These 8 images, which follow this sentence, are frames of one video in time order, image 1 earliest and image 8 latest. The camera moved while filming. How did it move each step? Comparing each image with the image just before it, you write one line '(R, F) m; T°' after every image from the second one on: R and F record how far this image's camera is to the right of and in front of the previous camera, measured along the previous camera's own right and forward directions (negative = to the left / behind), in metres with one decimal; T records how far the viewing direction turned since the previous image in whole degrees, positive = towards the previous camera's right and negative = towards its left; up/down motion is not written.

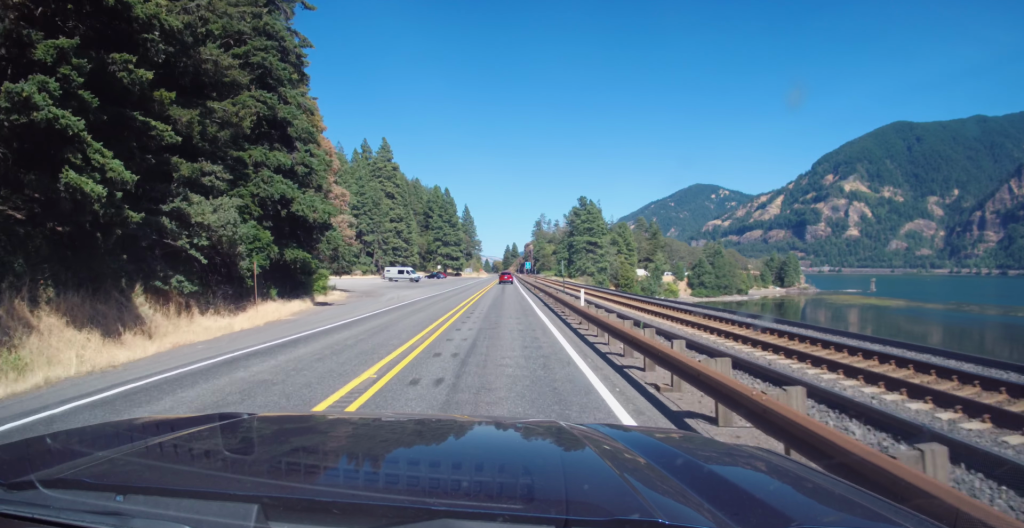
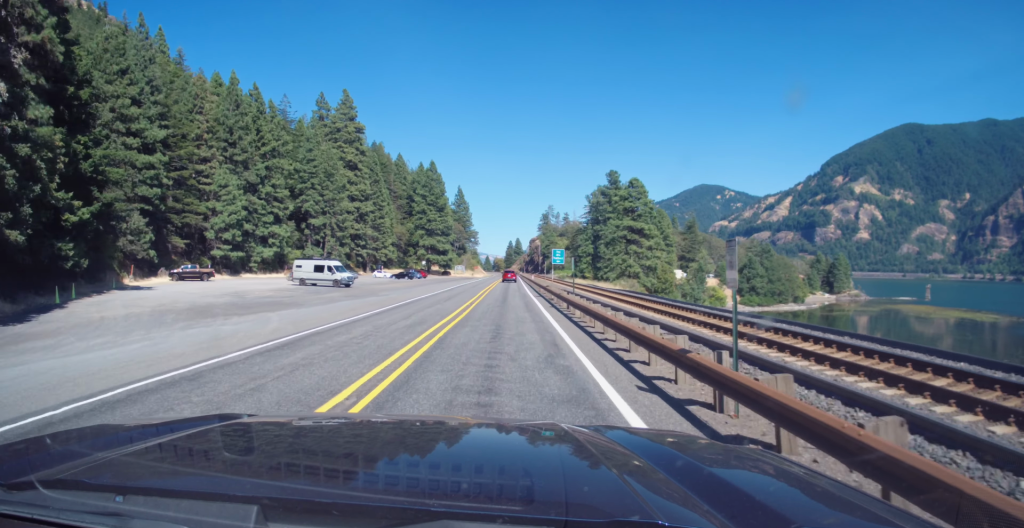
(+0.4, +50.8) m; +1°
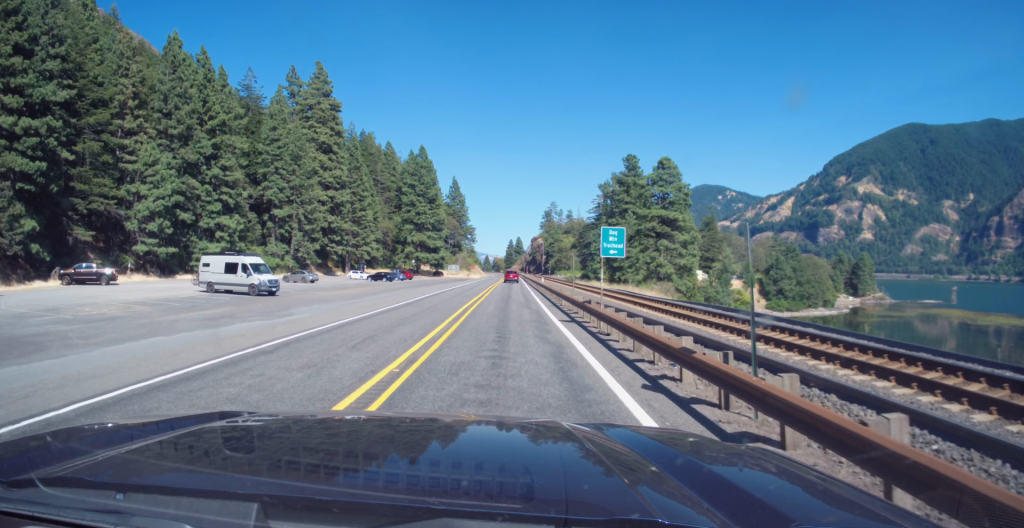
(0.0, +20.7) m; 0°
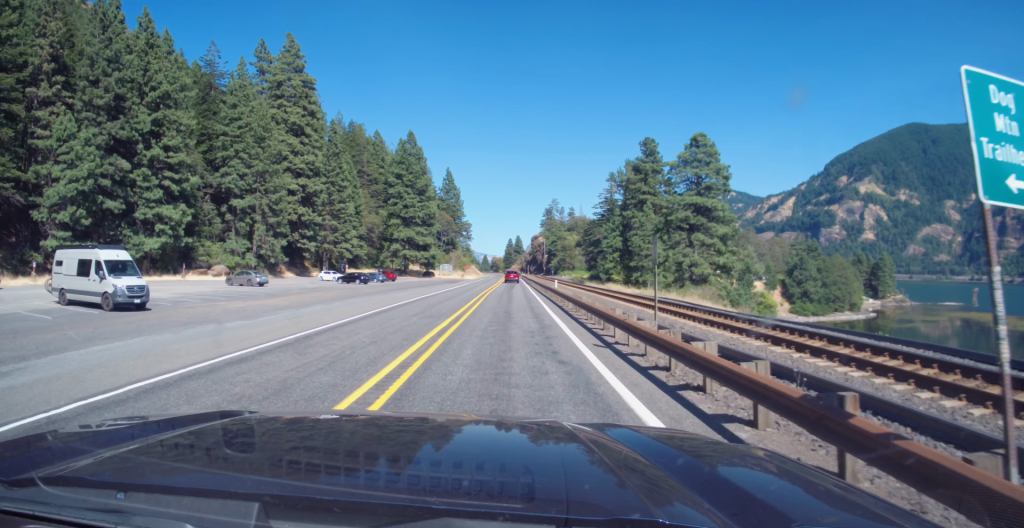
(-0.1, +15.8) m; 0°
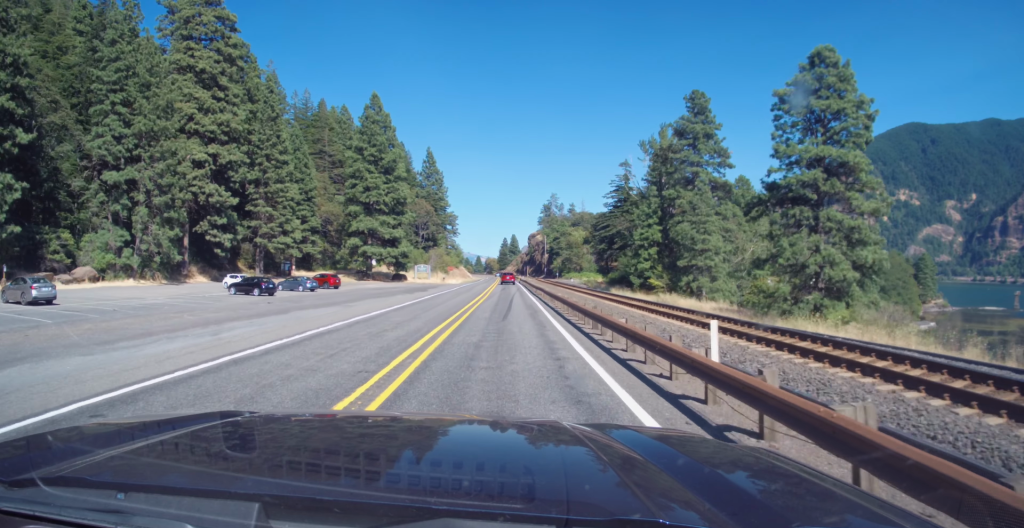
(+0.1, +31.1) m; 0°
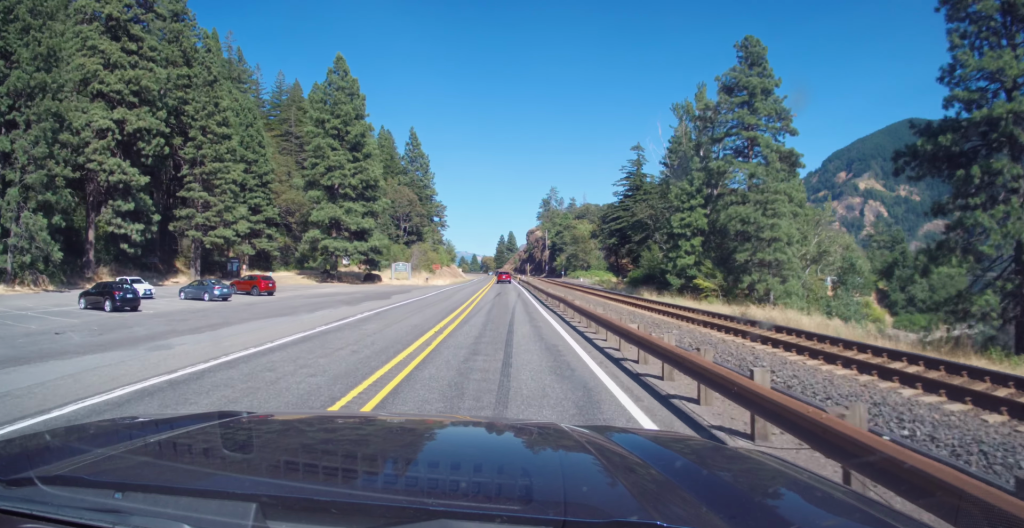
(+0.1, +19.0) m; 0°
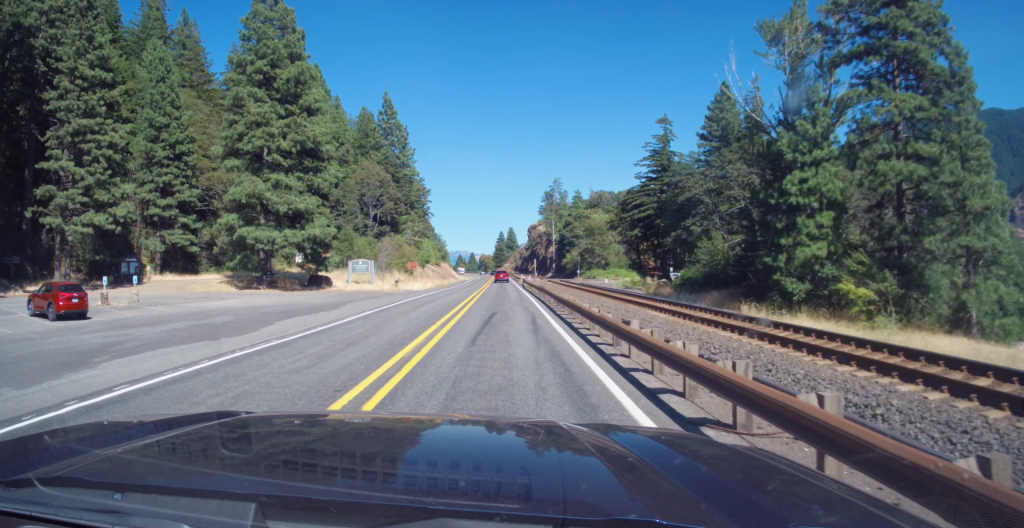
(-0.4, +24.5) m; 0°
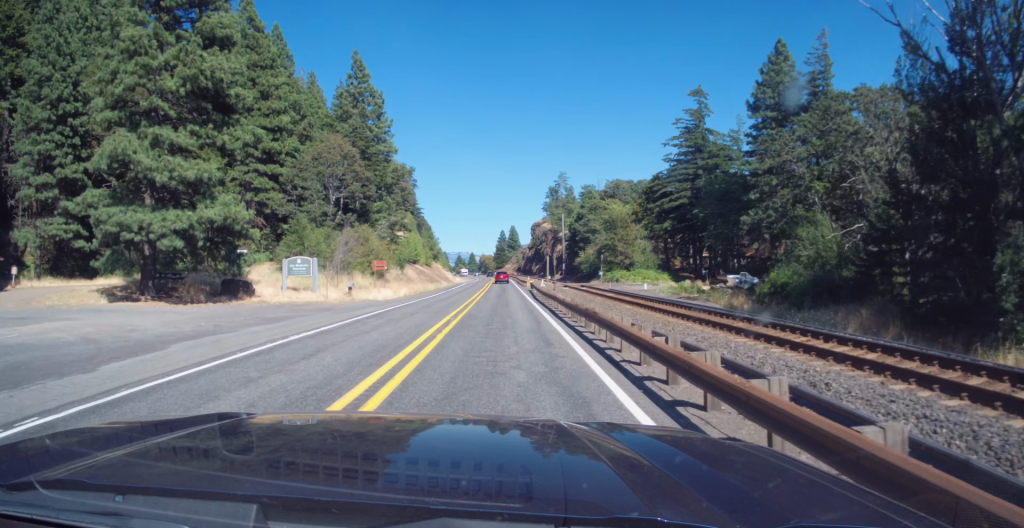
(+0.4, +19.5) m; 0°
